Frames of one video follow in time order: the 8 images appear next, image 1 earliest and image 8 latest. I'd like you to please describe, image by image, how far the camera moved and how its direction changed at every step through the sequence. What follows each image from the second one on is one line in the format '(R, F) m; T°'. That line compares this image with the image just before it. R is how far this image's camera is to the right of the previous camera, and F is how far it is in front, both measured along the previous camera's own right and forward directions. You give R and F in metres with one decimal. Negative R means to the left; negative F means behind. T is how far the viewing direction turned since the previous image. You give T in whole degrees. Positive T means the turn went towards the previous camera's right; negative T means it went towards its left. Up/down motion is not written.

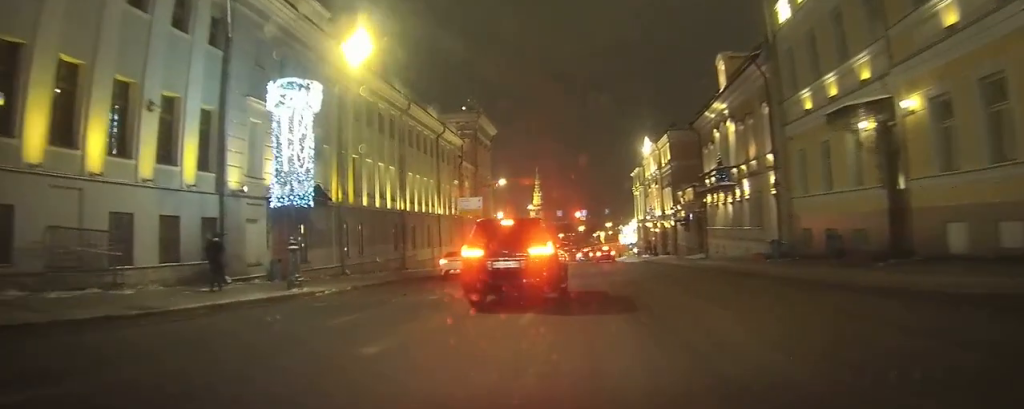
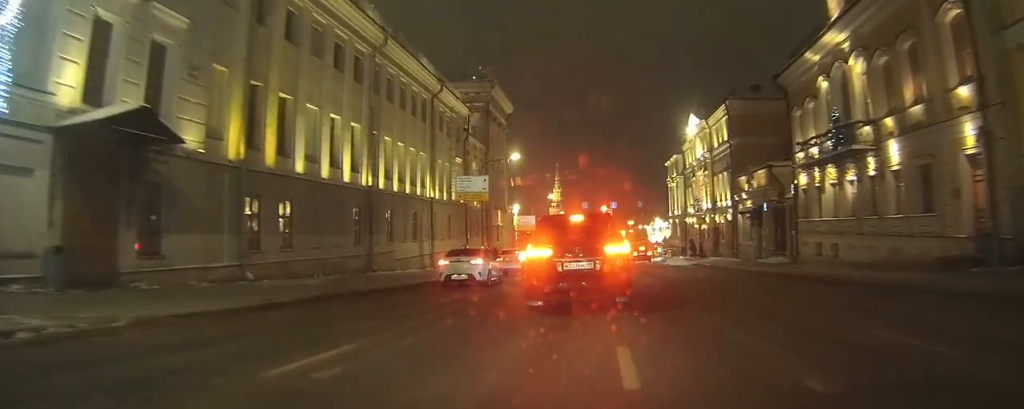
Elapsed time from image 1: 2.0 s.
(+0.1, +8.9) m; 0°
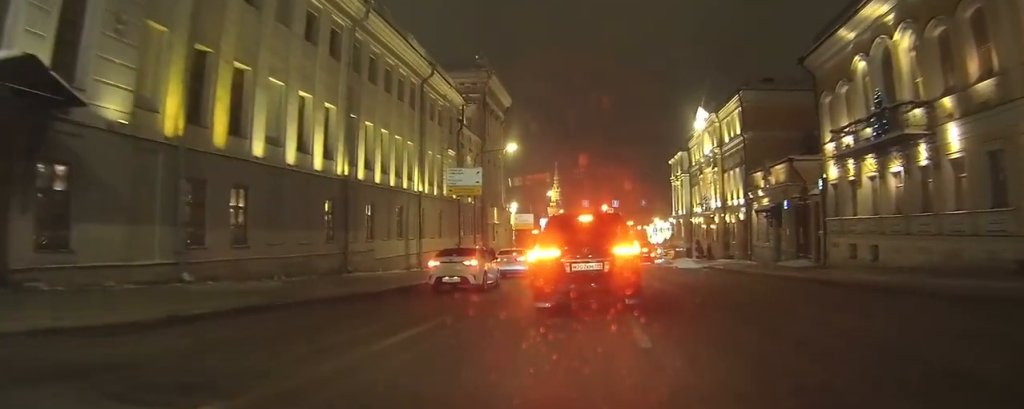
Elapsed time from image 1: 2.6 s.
(0.0, +2.3) m; 0°
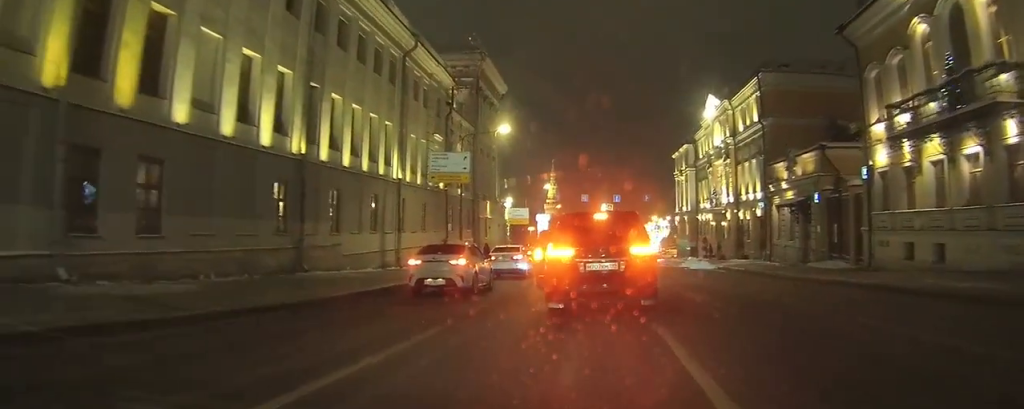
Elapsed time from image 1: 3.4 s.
(0.0, +3.4) m; +1°
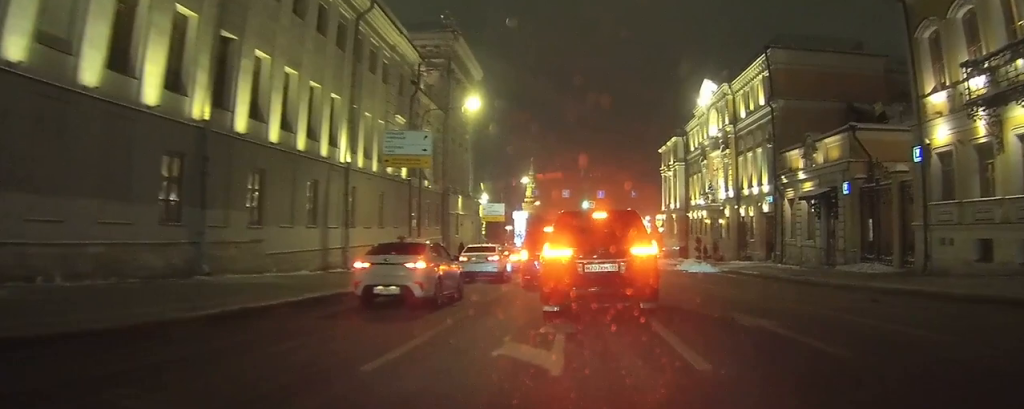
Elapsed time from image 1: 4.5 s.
(+0.1, +4.4) m; 0°
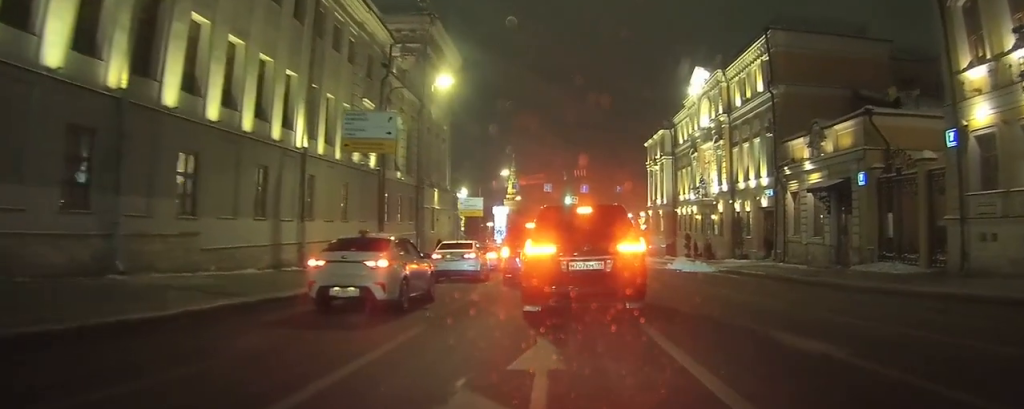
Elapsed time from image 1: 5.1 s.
(0.0, +2.7) m; -3°
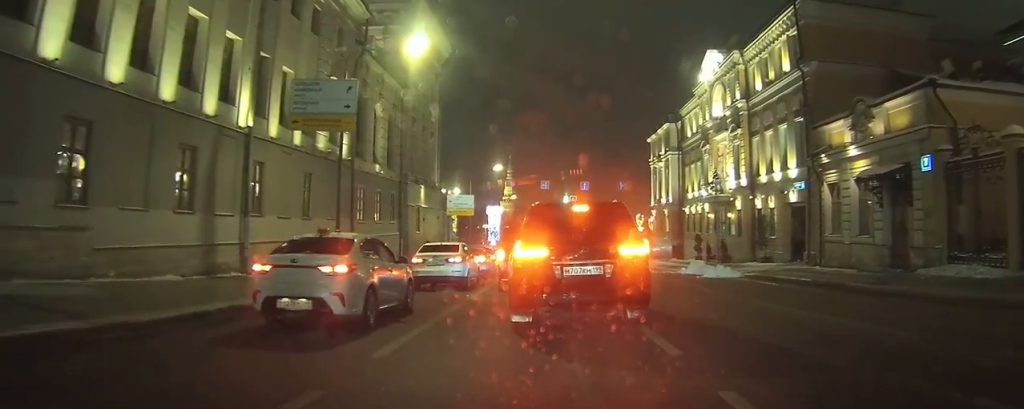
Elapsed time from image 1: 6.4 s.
(-0.3, +4.6) m; -4°
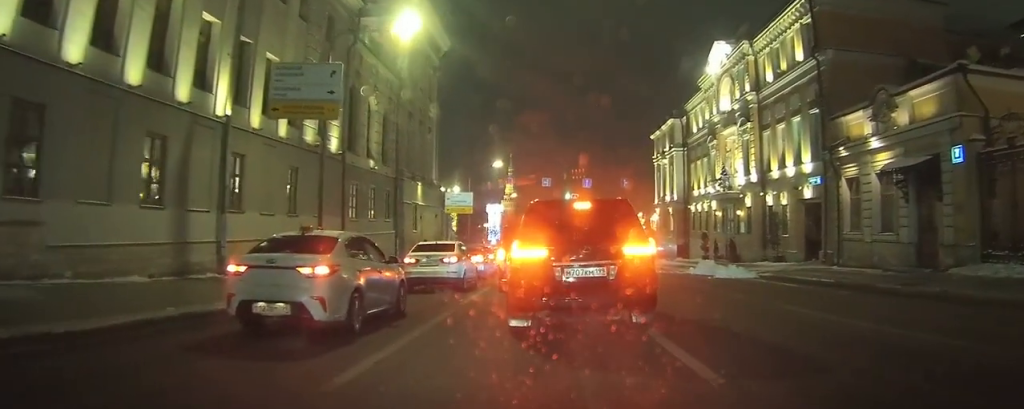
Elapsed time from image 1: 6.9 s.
(0.0, +1.5) m; 0°
